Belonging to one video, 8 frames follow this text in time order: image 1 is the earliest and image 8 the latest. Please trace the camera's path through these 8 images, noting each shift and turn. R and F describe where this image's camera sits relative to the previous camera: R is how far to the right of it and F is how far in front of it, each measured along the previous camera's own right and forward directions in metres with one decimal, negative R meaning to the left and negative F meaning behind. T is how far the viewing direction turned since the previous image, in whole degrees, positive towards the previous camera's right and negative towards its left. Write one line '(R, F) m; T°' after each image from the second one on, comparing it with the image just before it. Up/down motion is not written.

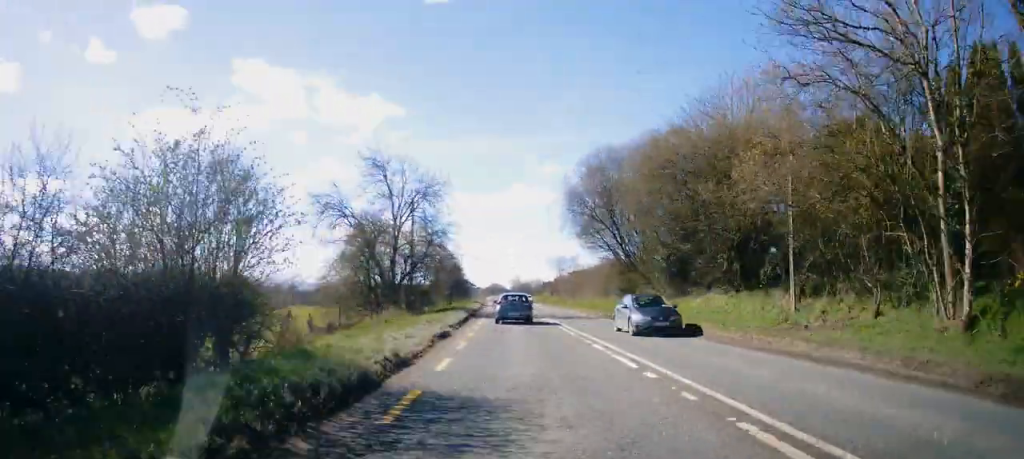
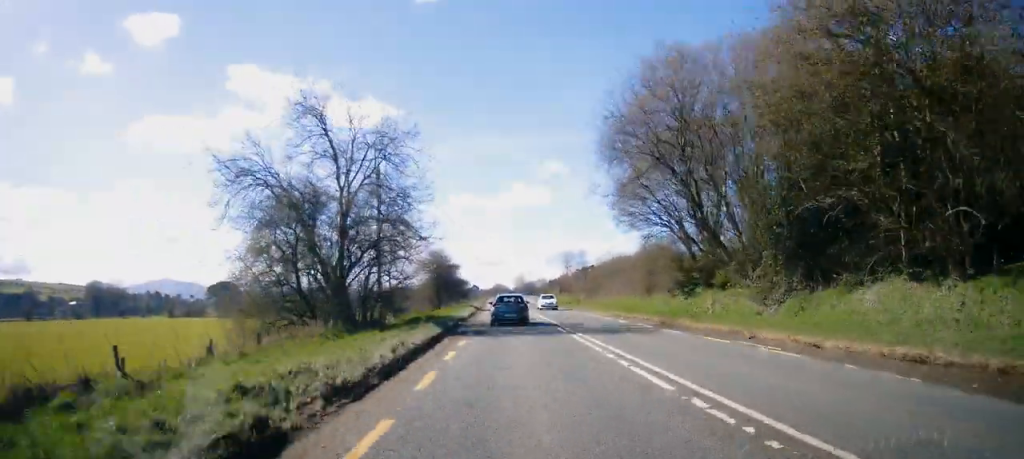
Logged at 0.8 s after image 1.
(0.0, +14.5) m; -1°
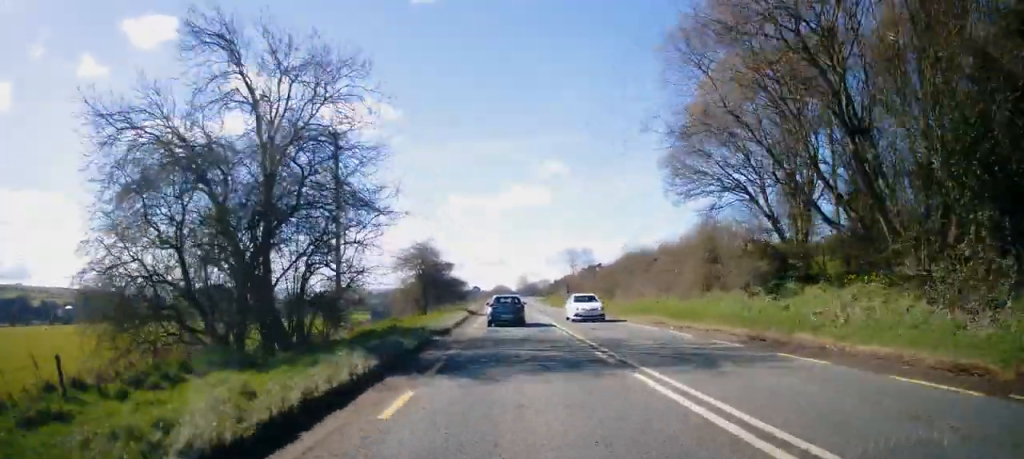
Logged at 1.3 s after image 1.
(+0.2, +10.1) m; -1°
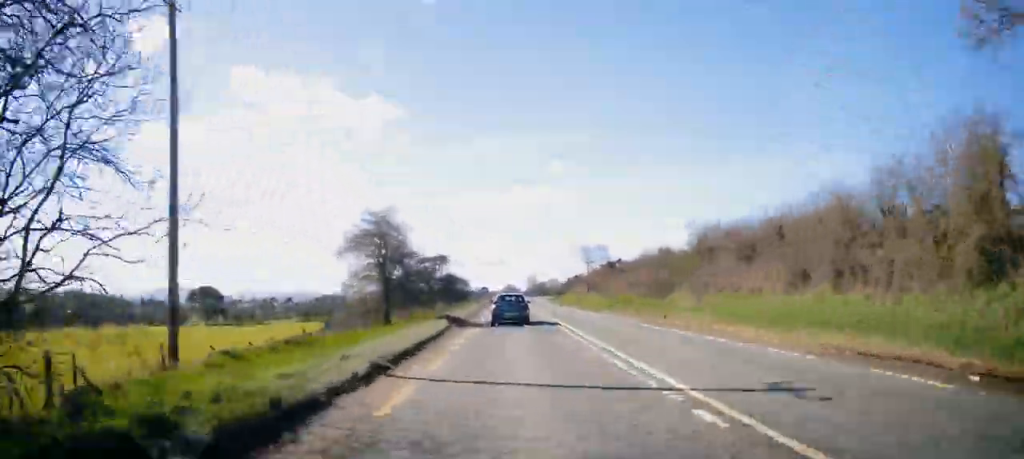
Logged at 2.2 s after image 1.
(-0.6, +16.6) m; -1°
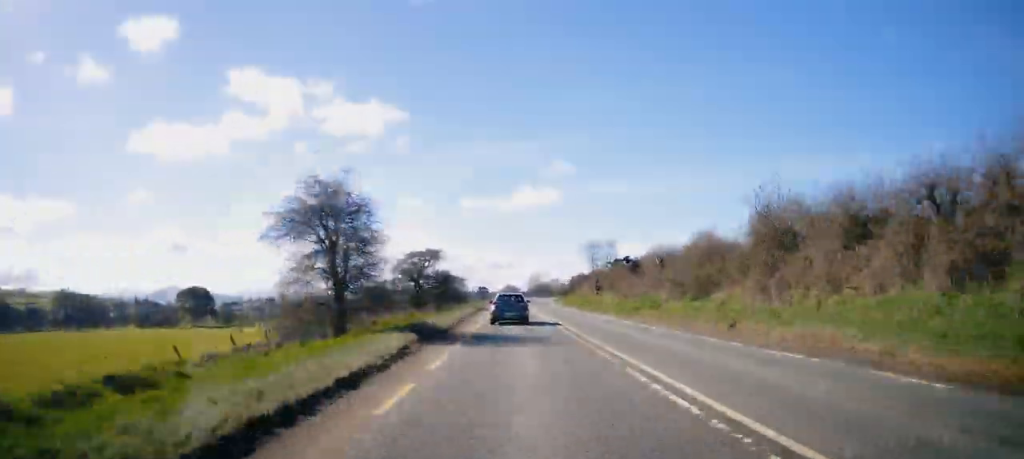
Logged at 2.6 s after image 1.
(0.0, +8.3) m; 0°
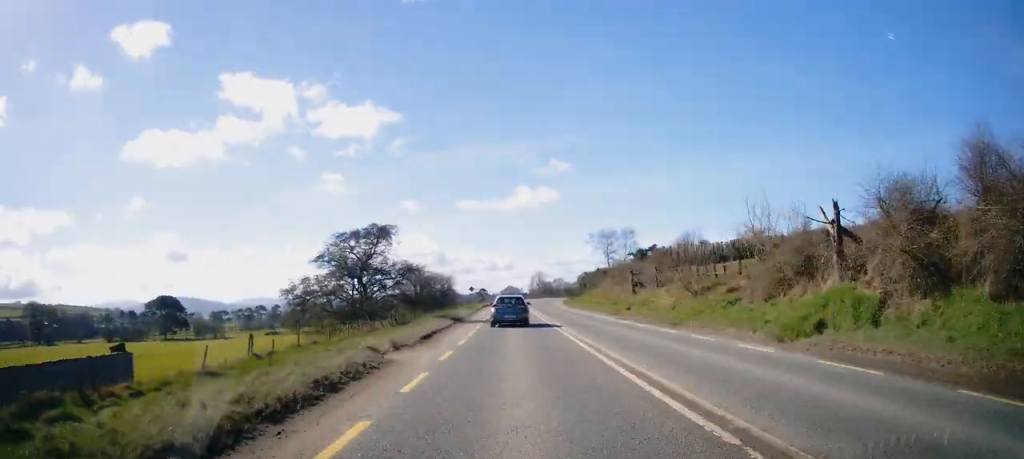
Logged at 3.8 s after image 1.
(+0.4, +23.1) m; +1°
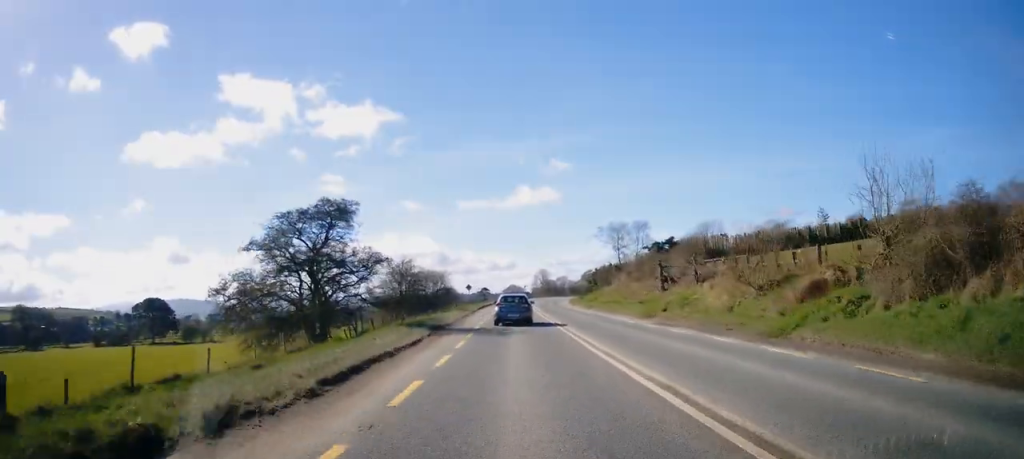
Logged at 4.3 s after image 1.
(+0.1, +9.7) m; 0°
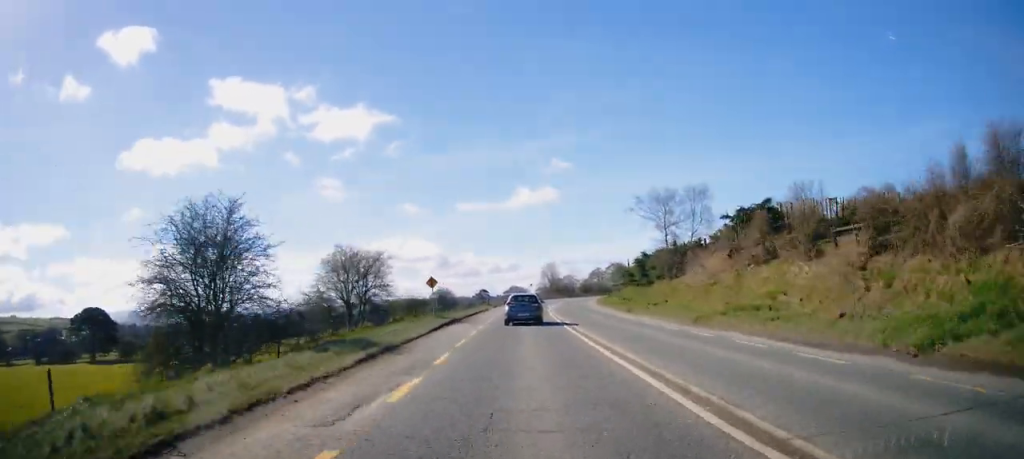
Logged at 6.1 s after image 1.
(-0.3, +34.6) m; 0°
